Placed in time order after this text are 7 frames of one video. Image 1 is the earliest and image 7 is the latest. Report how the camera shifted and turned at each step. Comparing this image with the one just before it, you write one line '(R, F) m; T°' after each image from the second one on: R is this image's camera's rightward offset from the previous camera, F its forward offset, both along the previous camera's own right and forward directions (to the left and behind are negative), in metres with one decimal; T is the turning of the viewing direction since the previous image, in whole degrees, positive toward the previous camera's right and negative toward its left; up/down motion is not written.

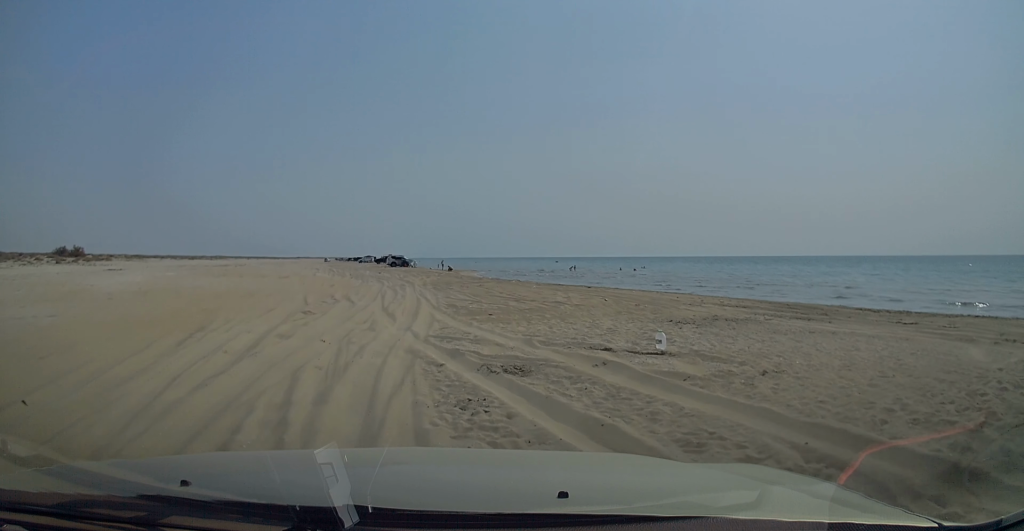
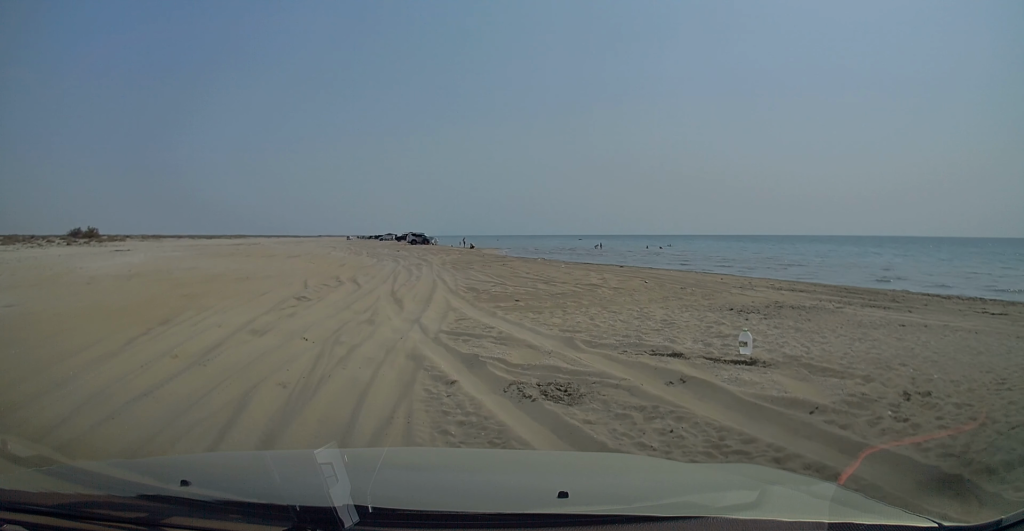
(+0.1, +2.6) m; 0°
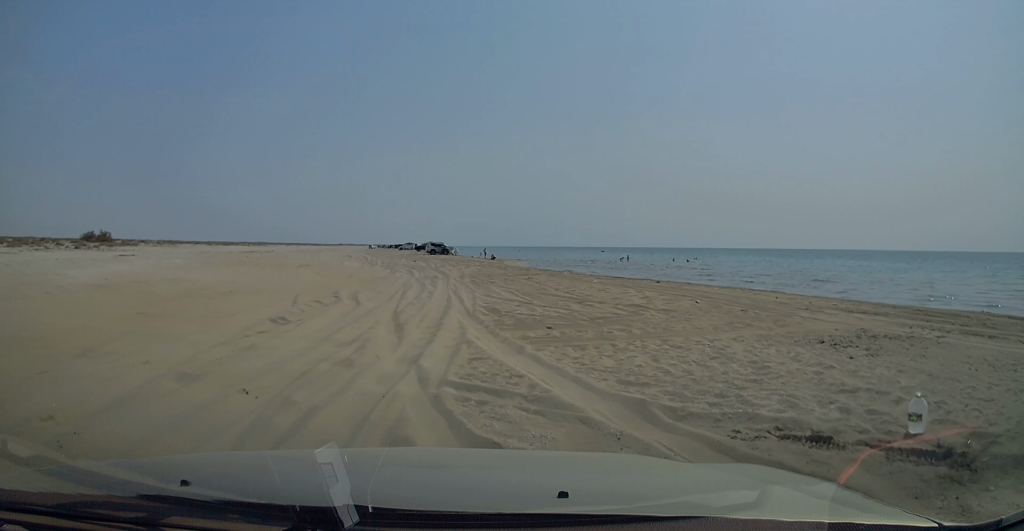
(0.0, +3.1) m; -3°
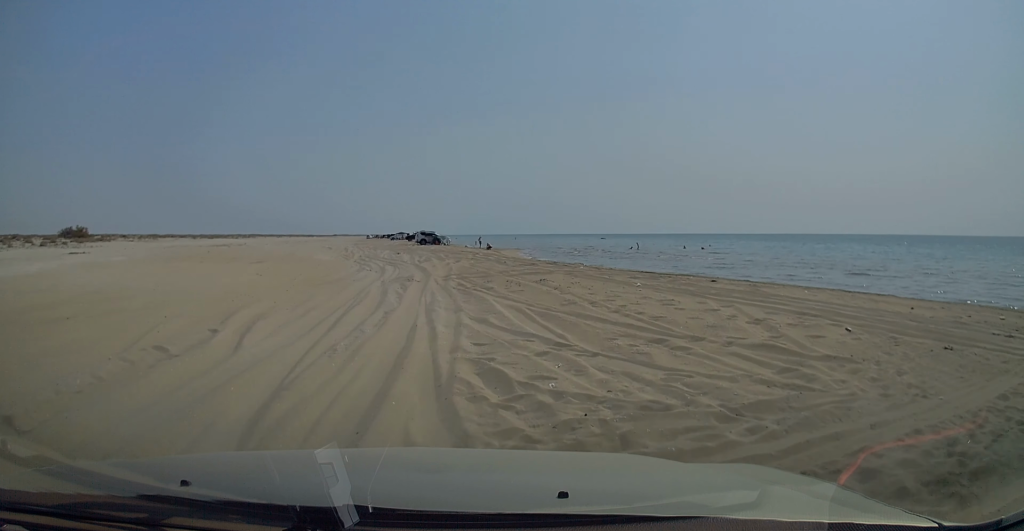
(-0.6, +7.8) m; -4°
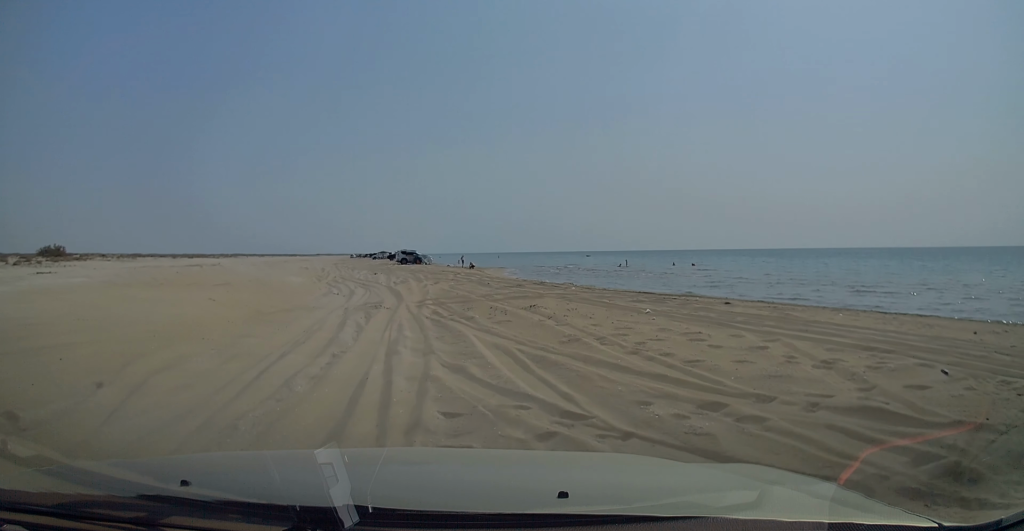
(+0.1, +2.9) m; +4°
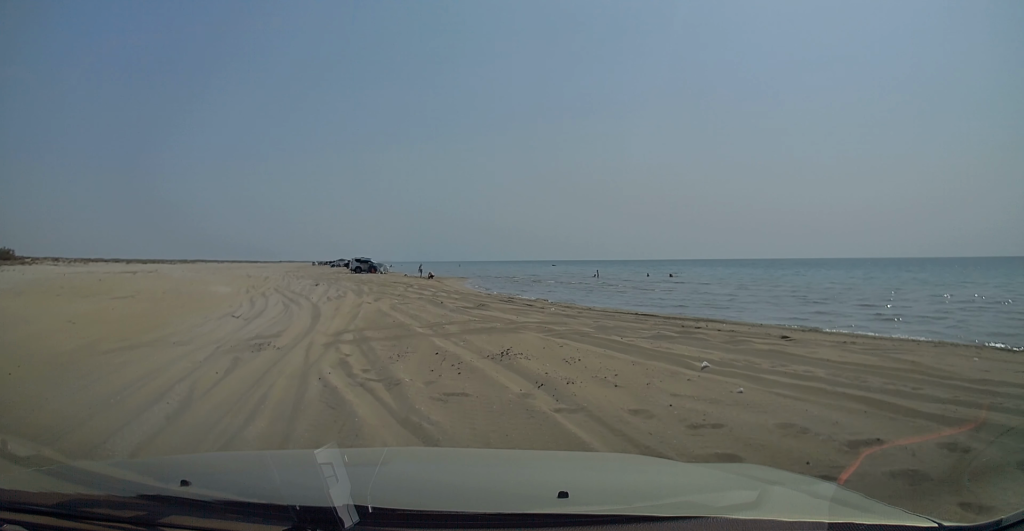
(+0.6, +6.4) m; +4°
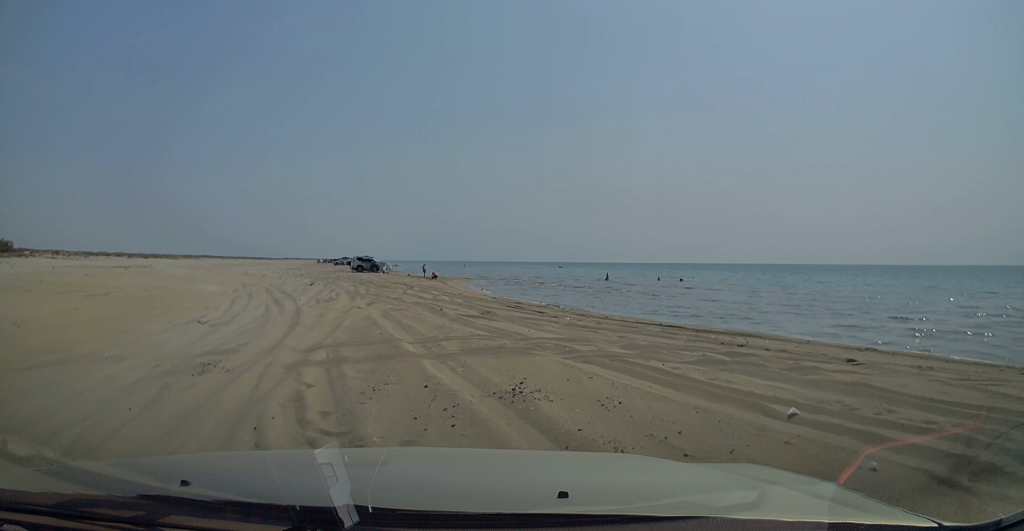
(-0.1, +2.5) m; -2°
